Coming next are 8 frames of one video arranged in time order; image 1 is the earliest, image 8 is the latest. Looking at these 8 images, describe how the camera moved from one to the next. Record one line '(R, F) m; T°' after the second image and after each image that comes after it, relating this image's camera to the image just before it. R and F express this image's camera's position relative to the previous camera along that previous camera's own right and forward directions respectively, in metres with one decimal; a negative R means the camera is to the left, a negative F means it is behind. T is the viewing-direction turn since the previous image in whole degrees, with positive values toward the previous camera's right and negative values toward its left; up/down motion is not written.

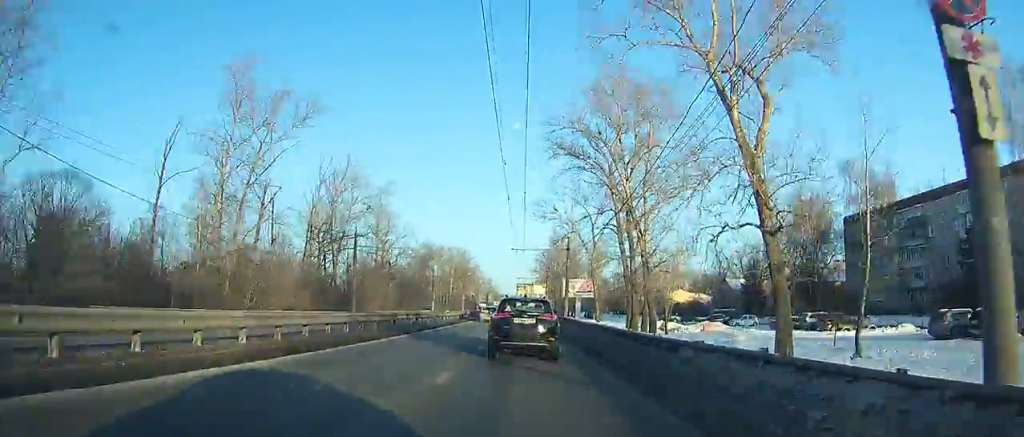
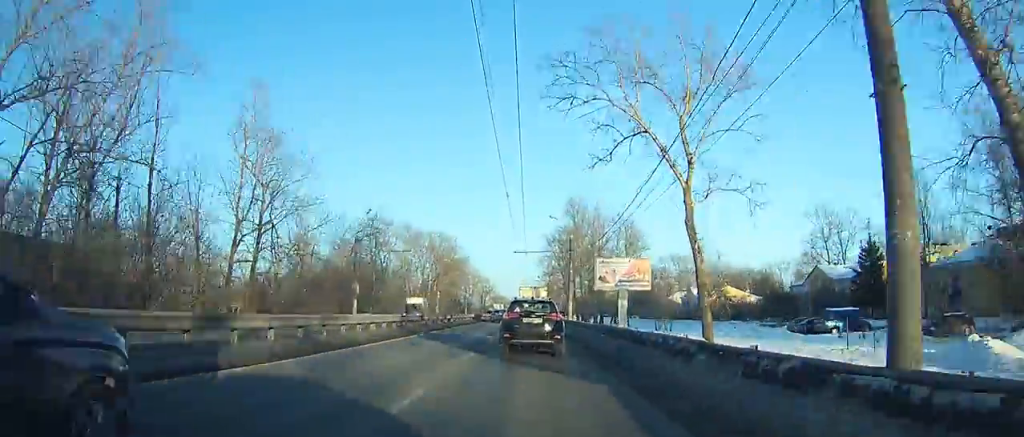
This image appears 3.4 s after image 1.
(0.0, +55.3) m; 0°
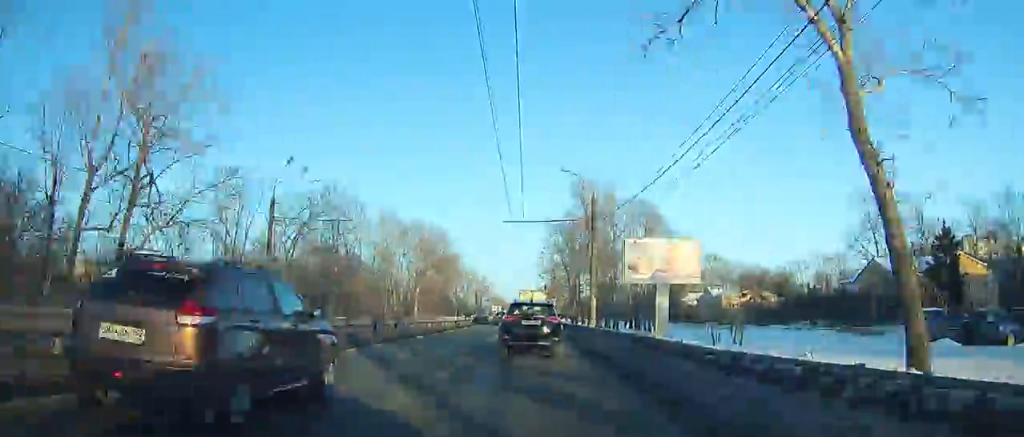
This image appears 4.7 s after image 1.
(0.0, +21.5) m; 0°
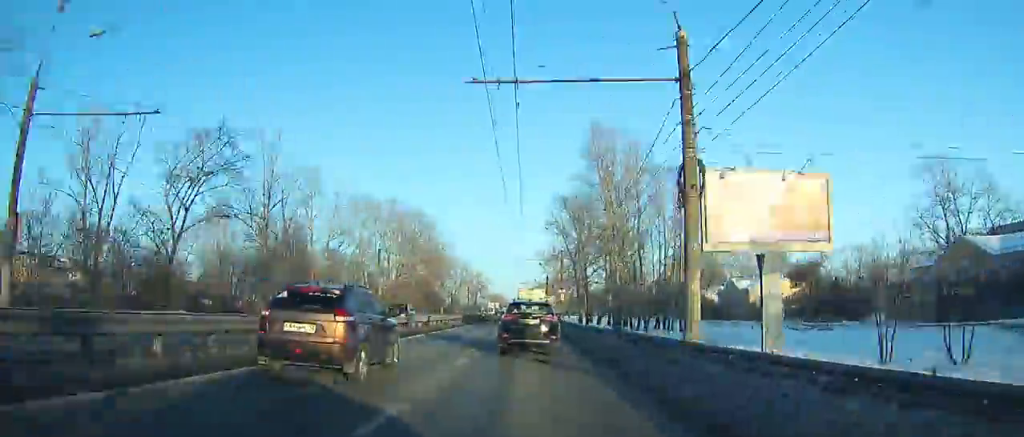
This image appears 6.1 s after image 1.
(0.0, +23.1) m; 0°
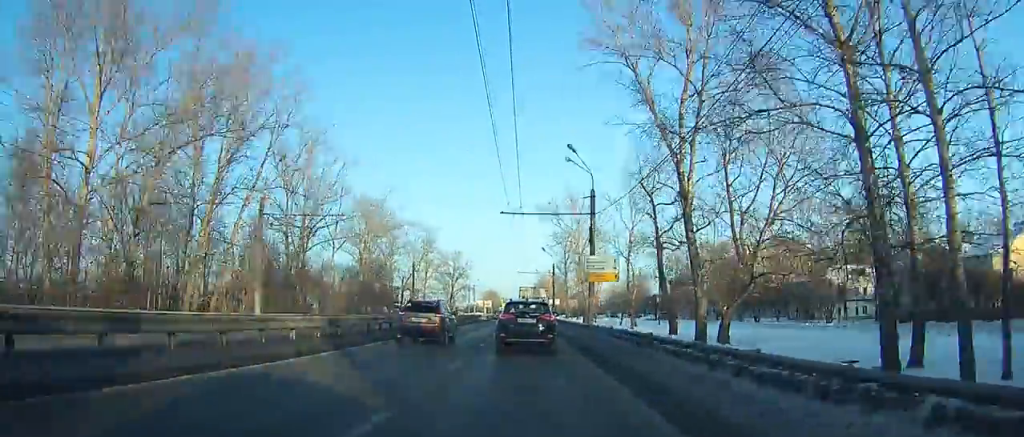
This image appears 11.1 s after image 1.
(+0.1, +82.4) m; 0°
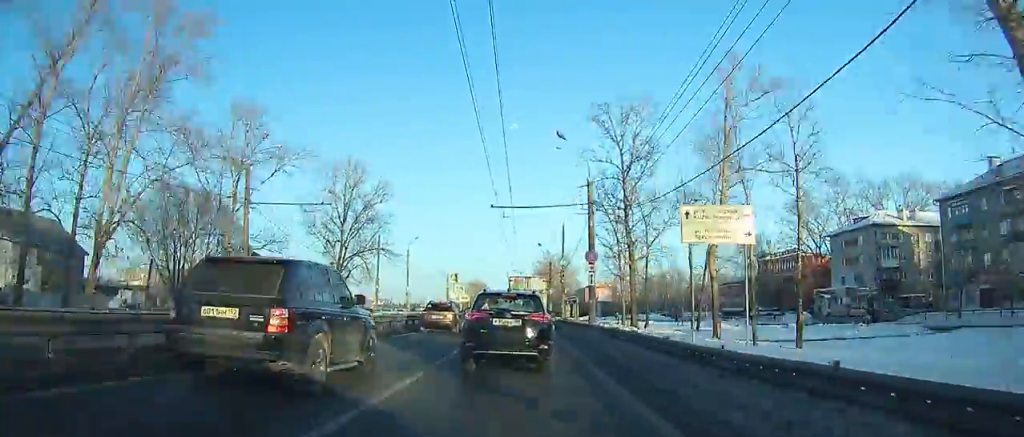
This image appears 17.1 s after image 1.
(-0.5, +91.4) m; -1°
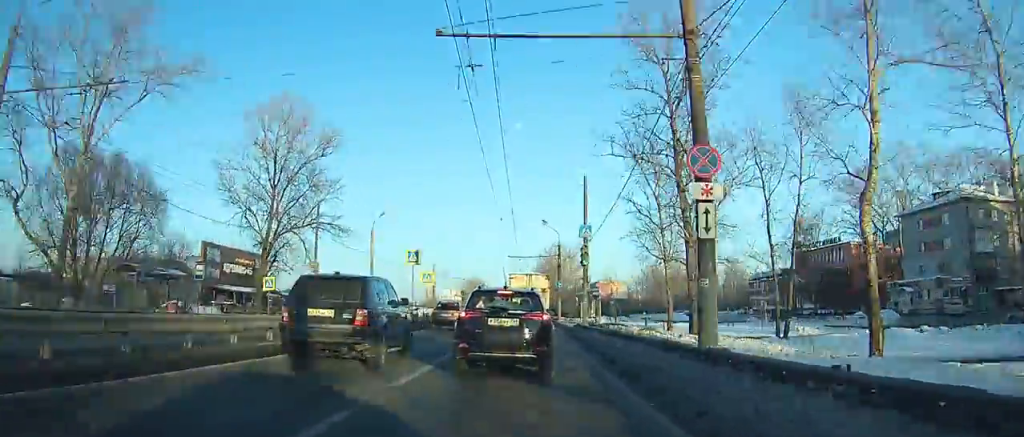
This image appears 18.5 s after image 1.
(+0.1, +18.5) m; 0°
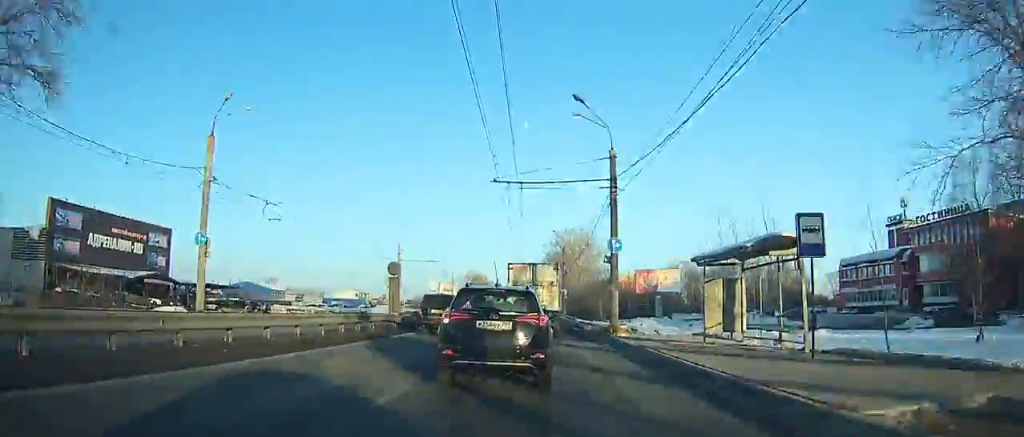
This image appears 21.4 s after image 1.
(-0.1, +36.2) m; 0°
